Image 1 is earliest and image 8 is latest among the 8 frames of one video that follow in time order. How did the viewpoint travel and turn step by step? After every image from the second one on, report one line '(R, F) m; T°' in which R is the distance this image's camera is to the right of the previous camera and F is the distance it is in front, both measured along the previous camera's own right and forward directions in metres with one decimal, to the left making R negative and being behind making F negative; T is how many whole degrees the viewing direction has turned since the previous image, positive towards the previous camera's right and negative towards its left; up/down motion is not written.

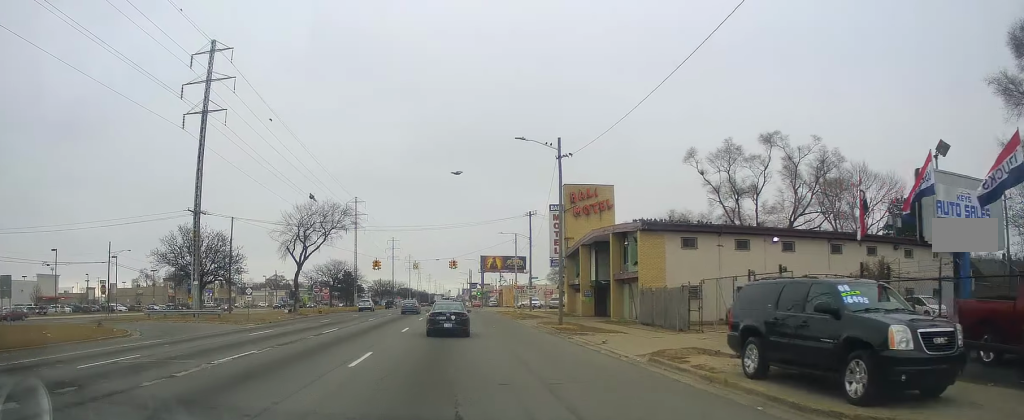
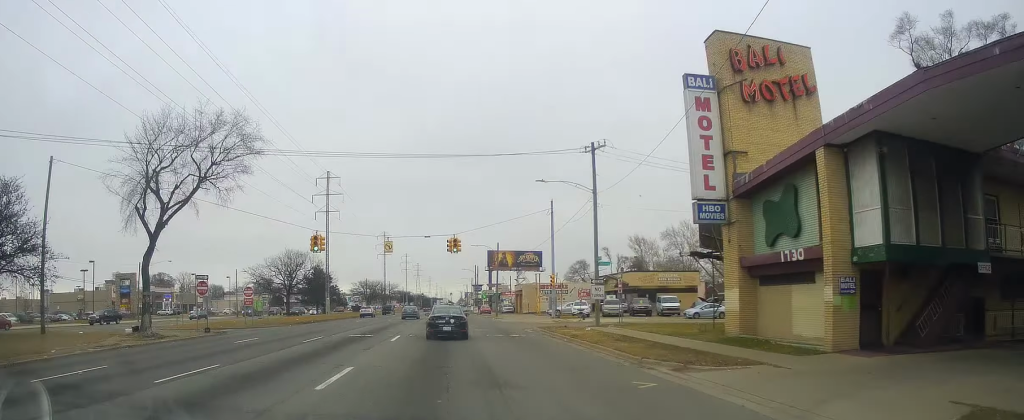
(-0.1, +34.7) m; 0°
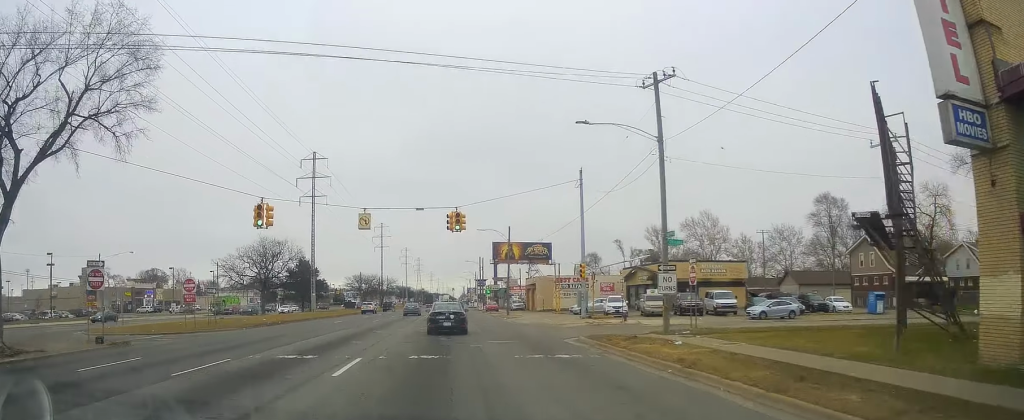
(-0.4, +13.3) m; 0°
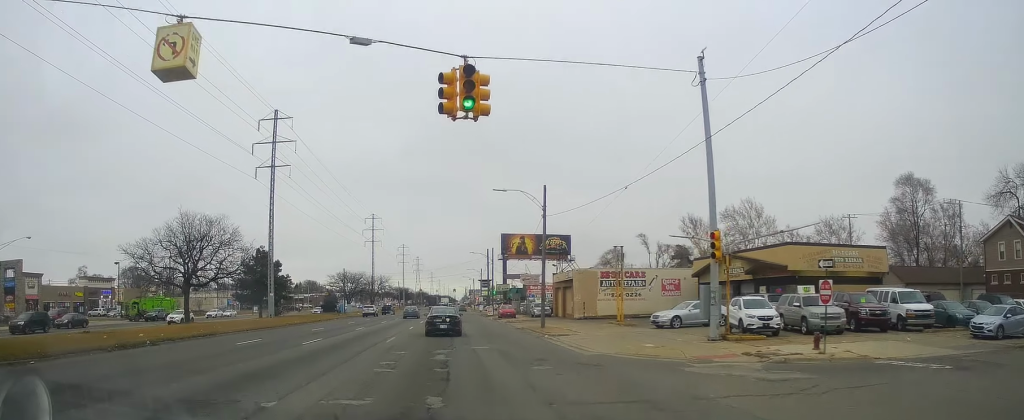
(+0.3, +23.7) m; 0°
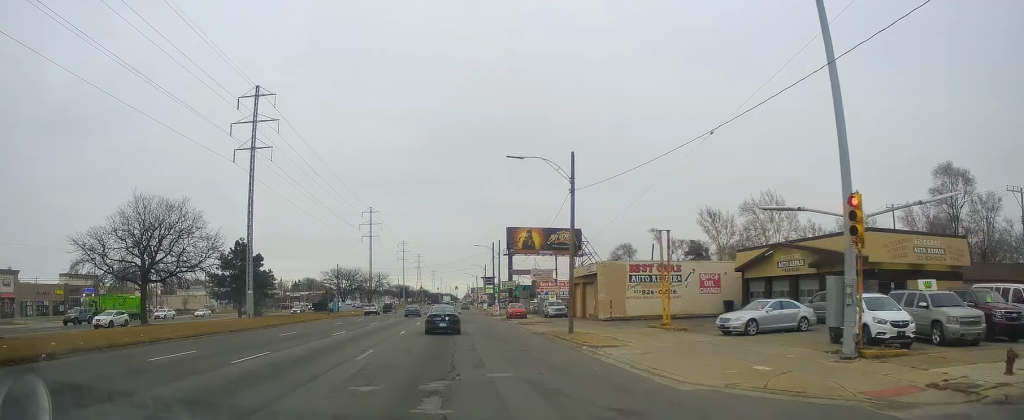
(-0.3, +8.4) m; 0°
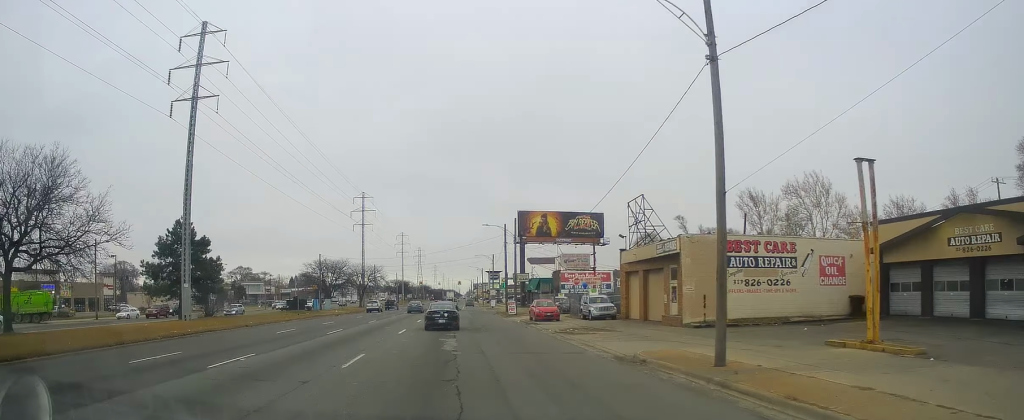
(+0.5, +16.4) m; +2°
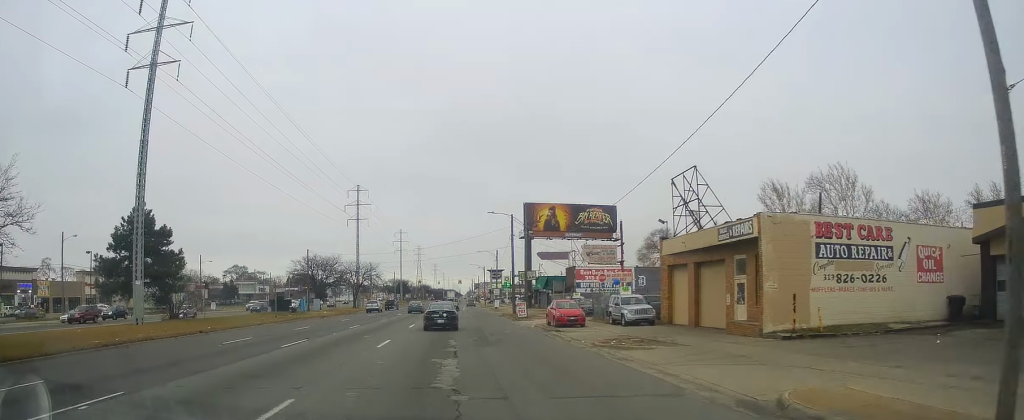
(0.0, +7.9) m; -1°
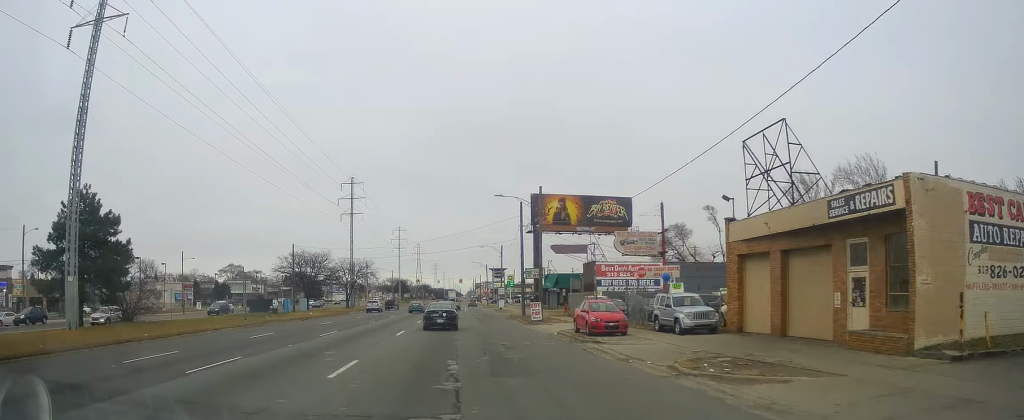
(+0.1, +7.8) m; -1°
